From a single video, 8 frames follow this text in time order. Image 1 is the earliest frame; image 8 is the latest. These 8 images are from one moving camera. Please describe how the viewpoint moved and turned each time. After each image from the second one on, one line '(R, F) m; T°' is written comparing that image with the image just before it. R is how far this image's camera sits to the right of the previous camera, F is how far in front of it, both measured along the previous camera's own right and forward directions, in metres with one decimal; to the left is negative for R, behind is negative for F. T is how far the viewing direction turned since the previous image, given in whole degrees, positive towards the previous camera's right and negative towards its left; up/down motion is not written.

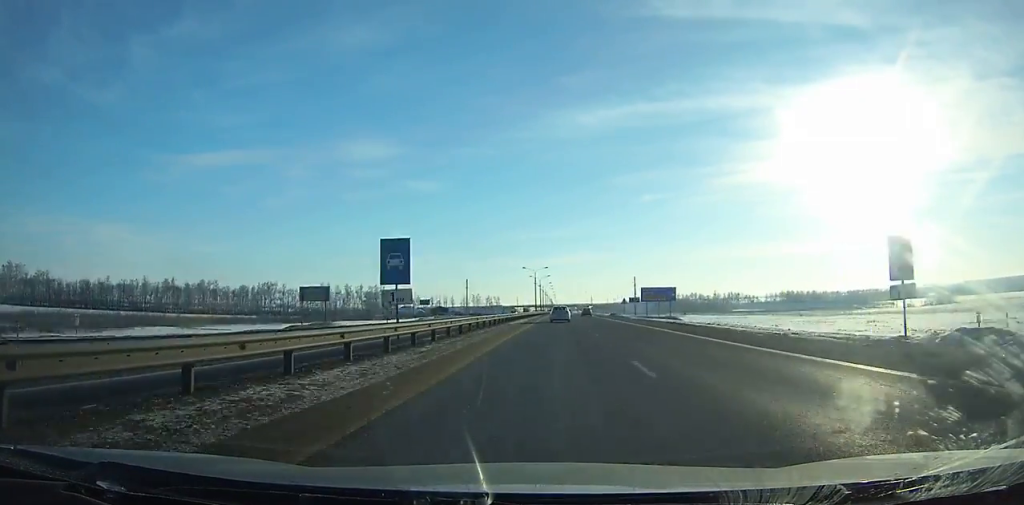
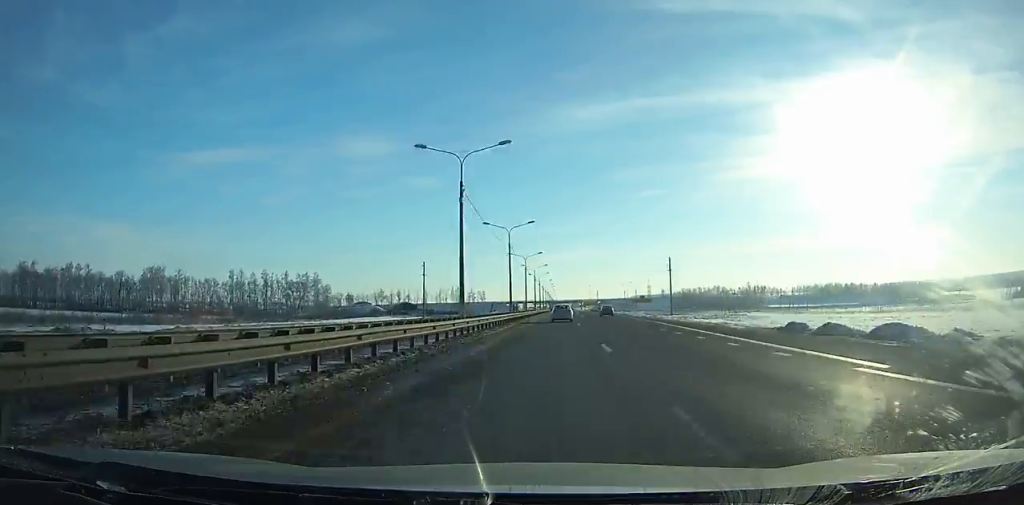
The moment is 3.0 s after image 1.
(0.0, +89.9) m; 0°
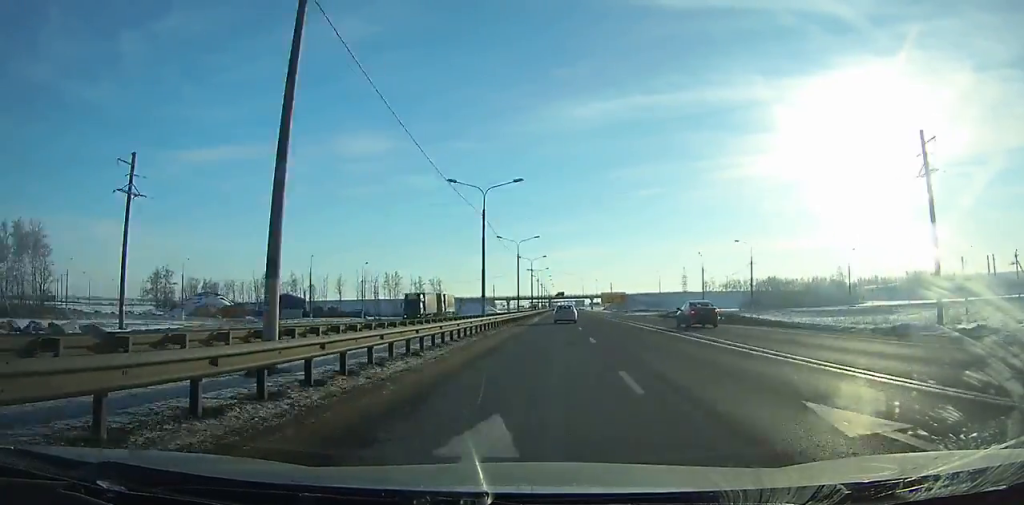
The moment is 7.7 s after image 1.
(+0.2, +137.9) m; +1°
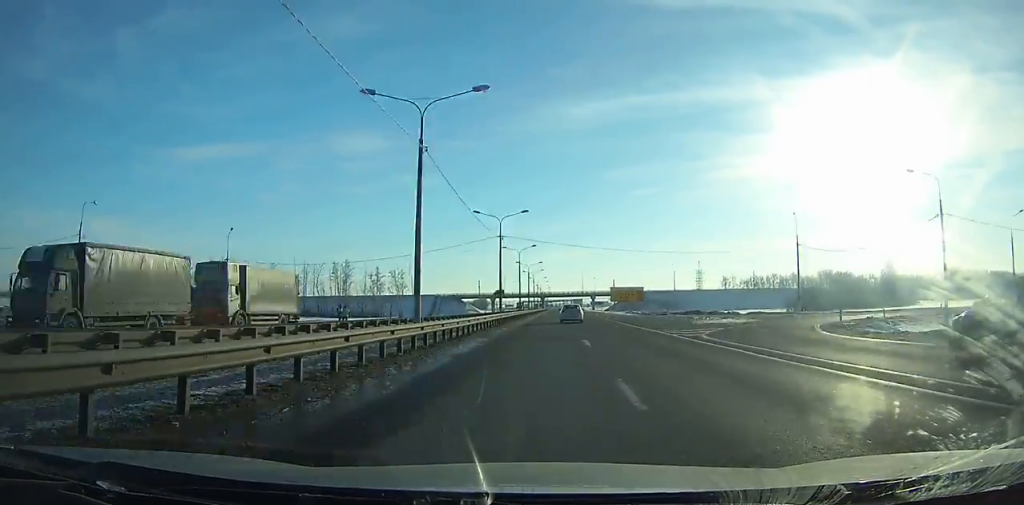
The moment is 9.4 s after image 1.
(+0.2, +48.7) m; 0°
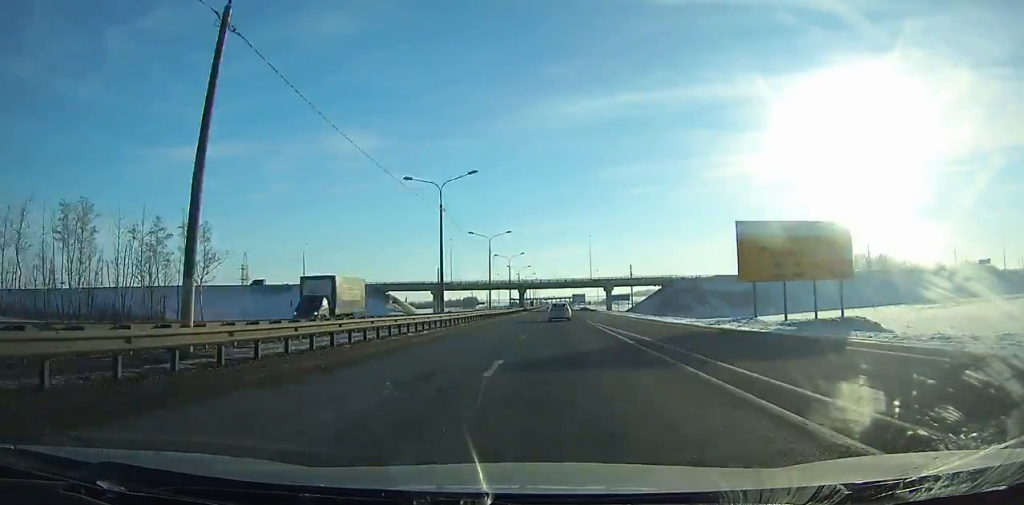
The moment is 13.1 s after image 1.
(+0.2, +103.9) m; 0°
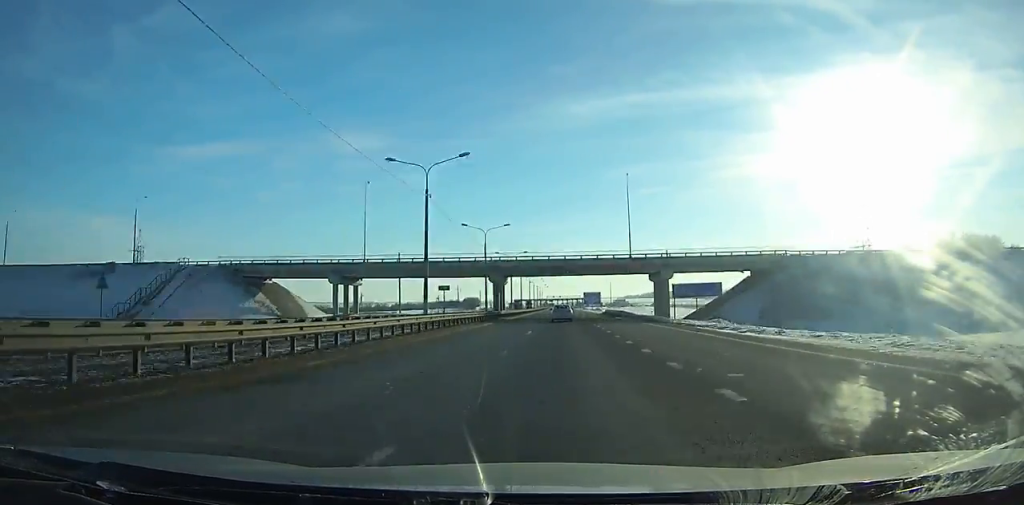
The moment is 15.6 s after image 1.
(-0.3, +68.8) m; 0°
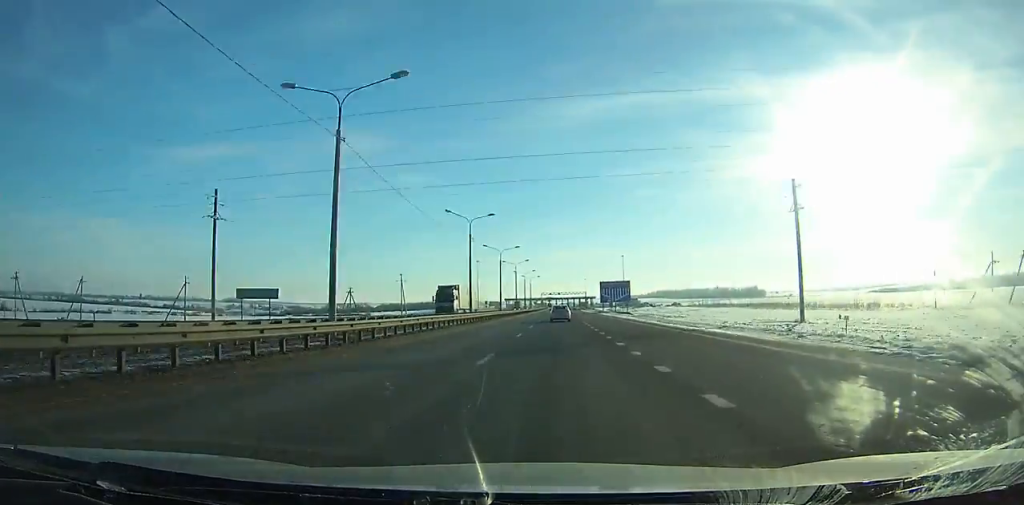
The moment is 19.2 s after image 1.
(-0.3, +97.5) m; 0°
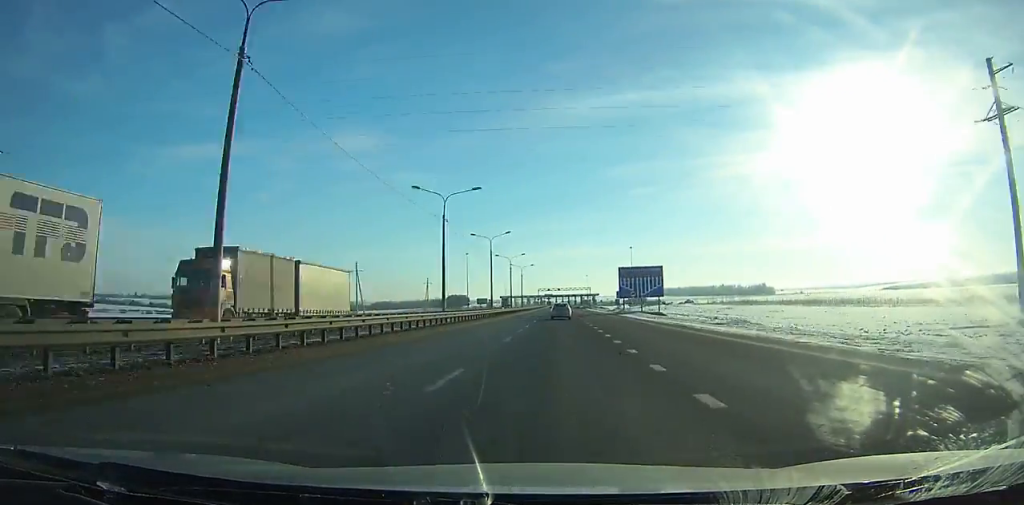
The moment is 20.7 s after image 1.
(0.0, +39.9) m; 0°
